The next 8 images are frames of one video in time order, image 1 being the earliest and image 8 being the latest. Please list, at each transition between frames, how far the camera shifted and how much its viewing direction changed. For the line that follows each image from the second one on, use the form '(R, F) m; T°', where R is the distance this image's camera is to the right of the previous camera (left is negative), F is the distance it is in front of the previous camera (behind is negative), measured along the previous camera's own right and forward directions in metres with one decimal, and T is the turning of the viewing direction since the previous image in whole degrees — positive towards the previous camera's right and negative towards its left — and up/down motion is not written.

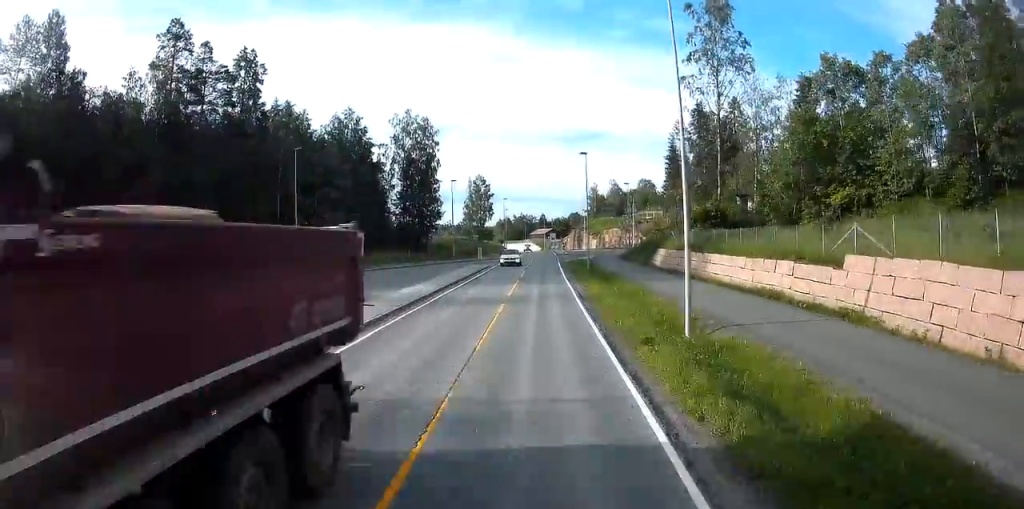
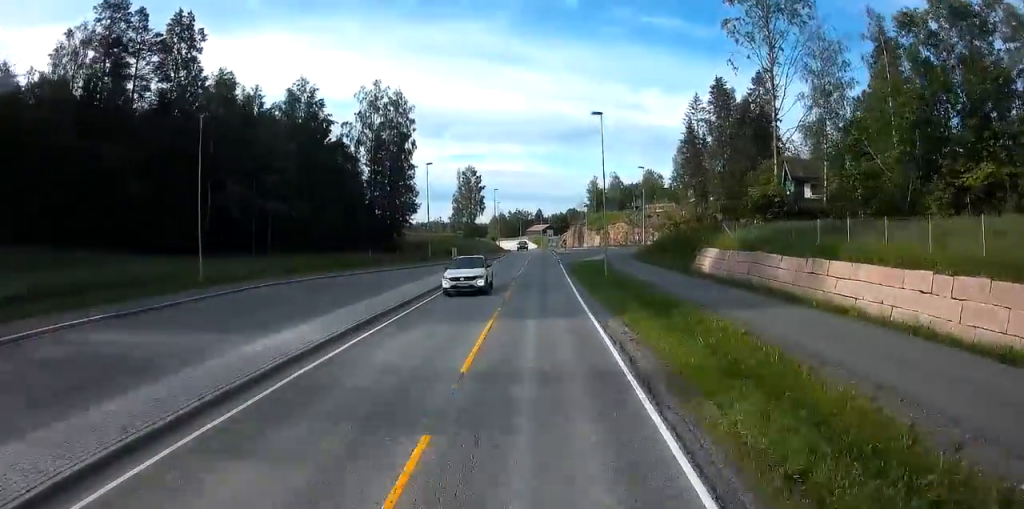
(0.0, +14.5) m; 0°
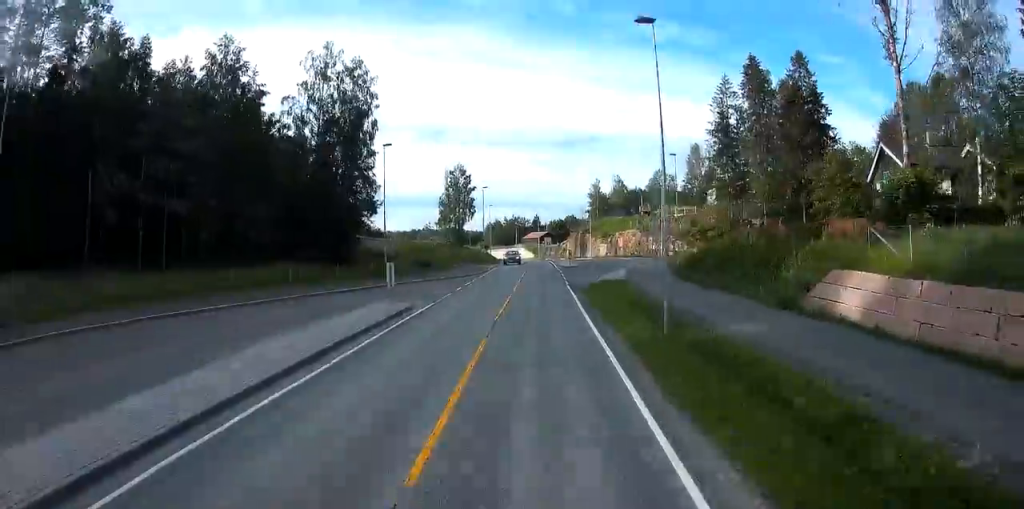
(0.0, +16.4) m; 0°
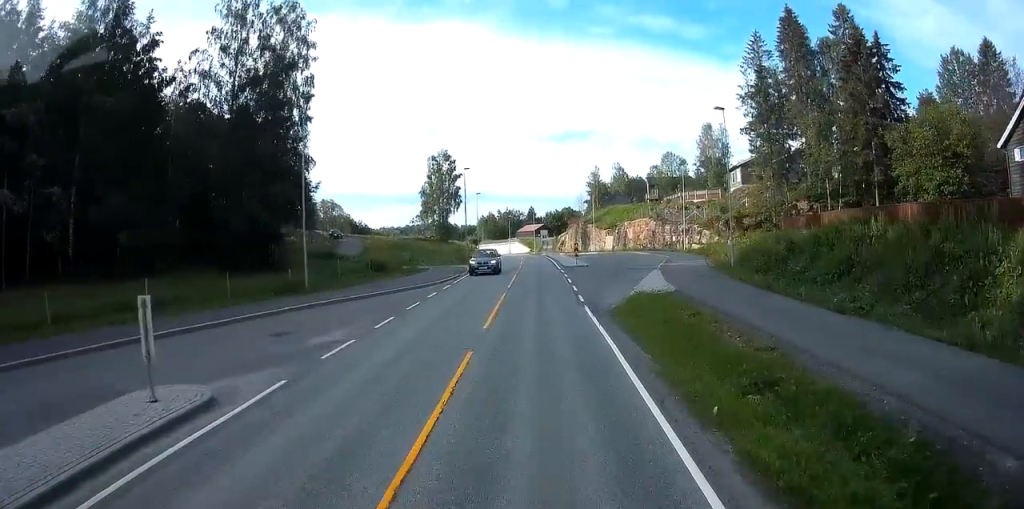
(+0.1, +14.8) m; +1°
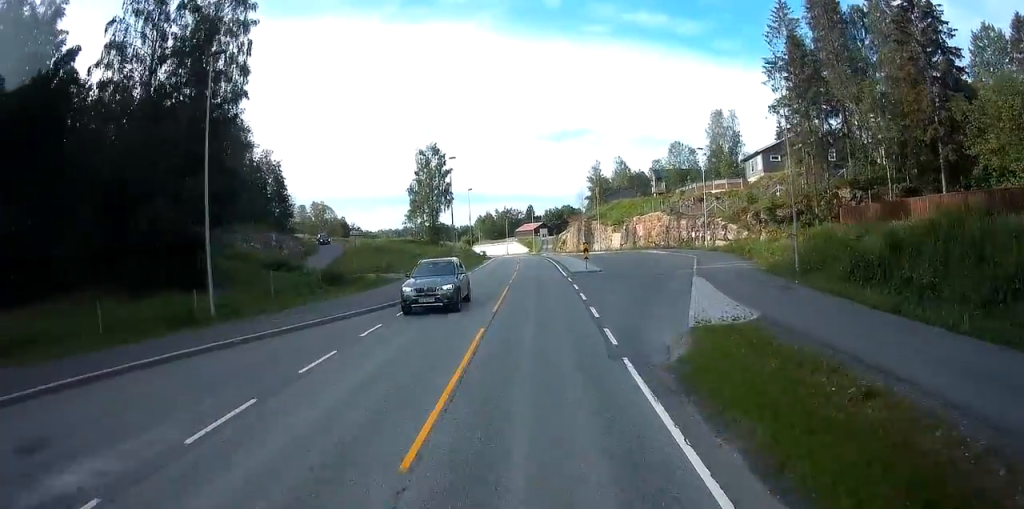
(0.0, +9.2) m; 0°
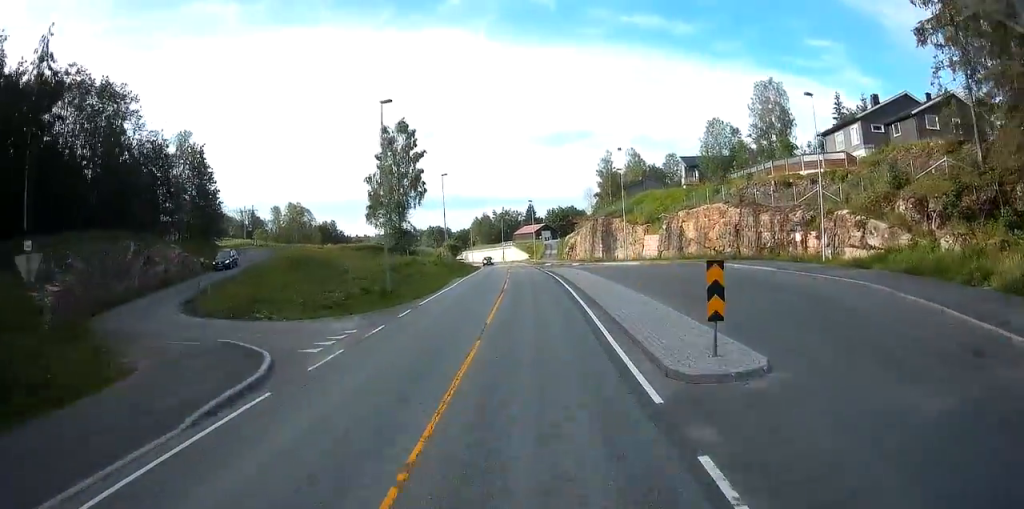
(+0.1, +24.7) m; 0°
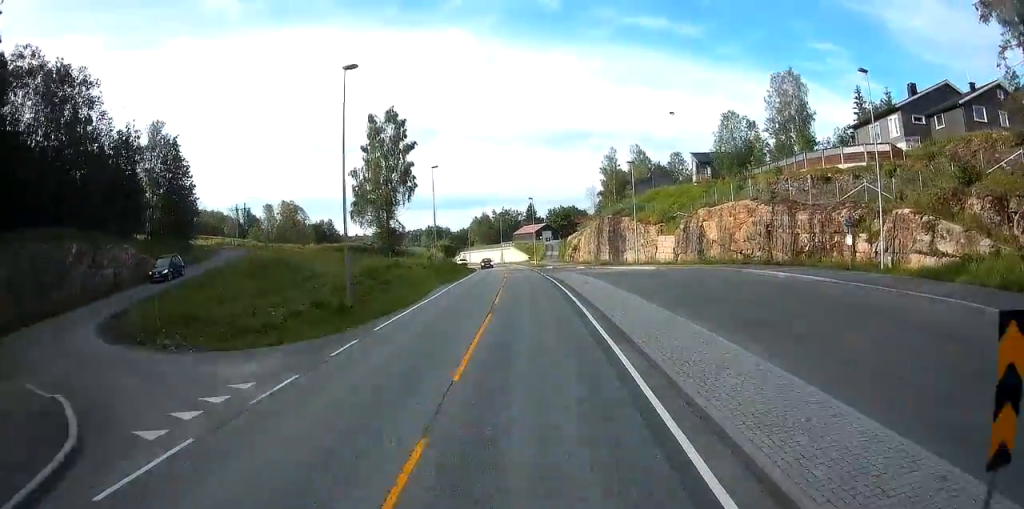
(0.0, +6.5) m; 0°
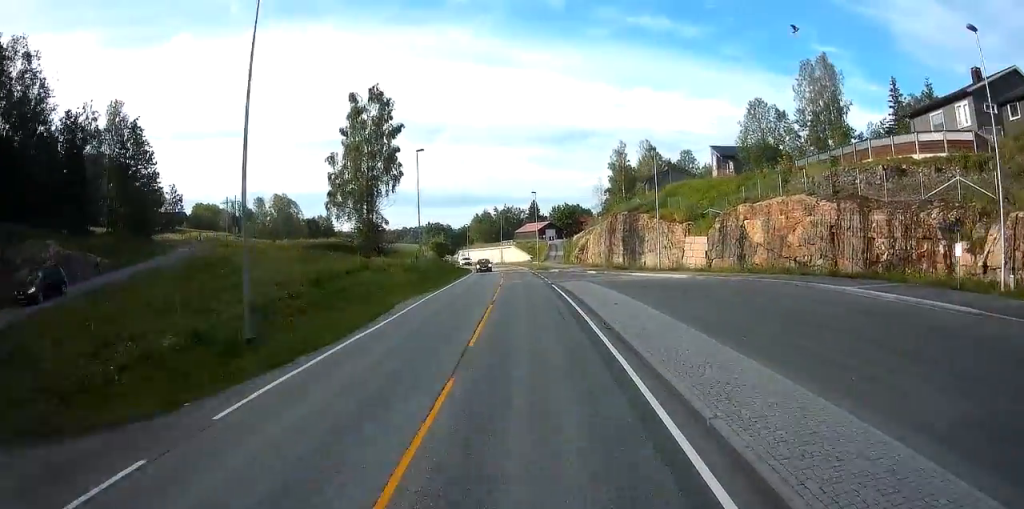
(0.0, +9.0) m; 0°
